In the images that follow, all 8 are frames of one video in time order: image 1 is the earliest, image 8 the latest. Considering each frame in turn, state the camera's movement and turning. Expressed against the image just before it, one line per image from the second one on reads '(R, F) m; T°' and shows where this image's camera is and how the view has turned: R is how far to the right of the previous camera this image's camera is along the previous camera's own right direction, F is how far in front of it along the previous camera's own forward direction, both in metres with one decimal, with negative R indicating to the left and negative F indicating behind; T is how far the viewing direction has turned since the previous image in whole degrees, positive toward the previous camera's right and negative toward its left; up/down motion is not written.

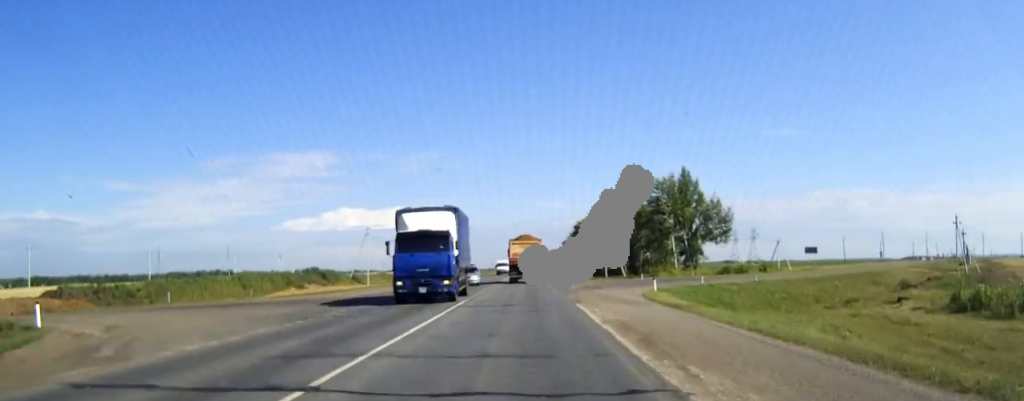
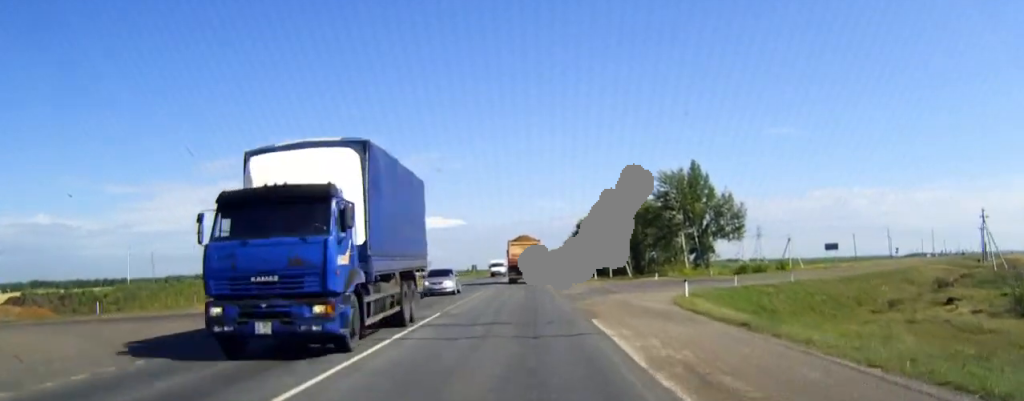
(+0.1, +8.1) m; 0°
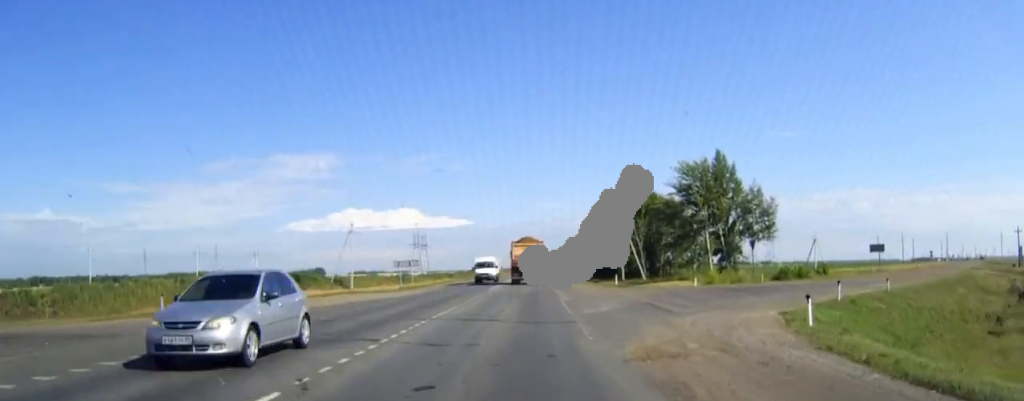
(0.0, +13.8) m; 0°
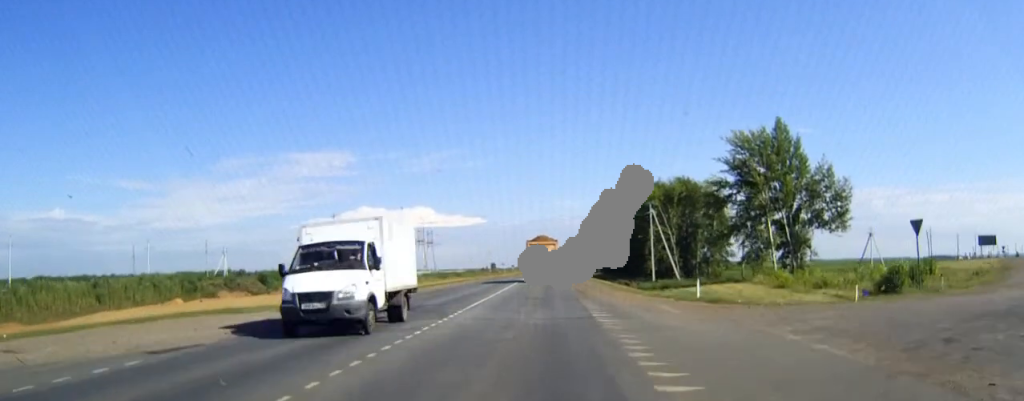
(-0.2, +24.2) m; -1°
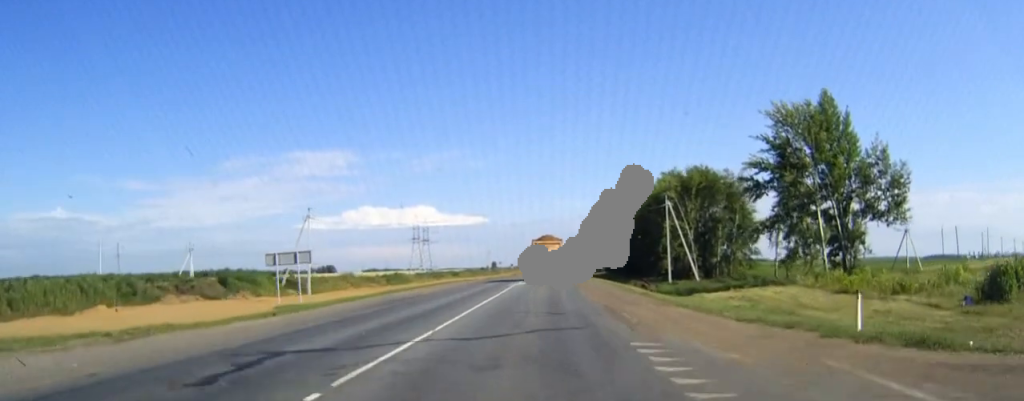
(0.0, +15.4) m; 0°
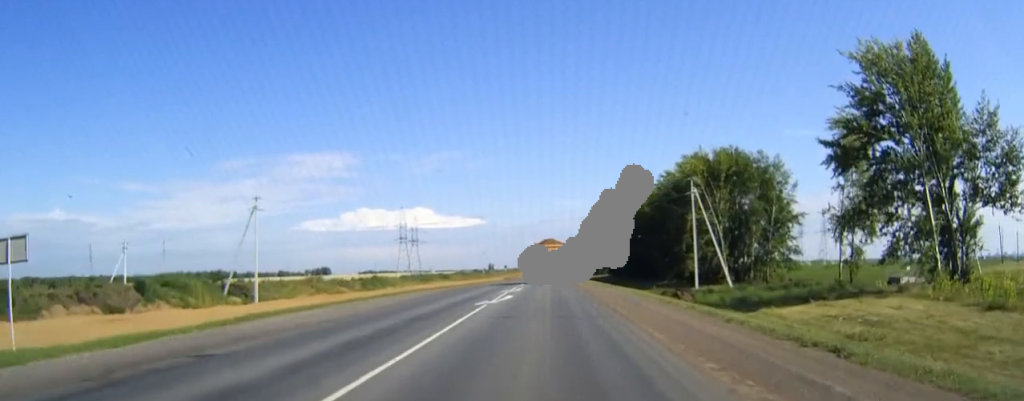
(0.0, +22.0) m; 0°
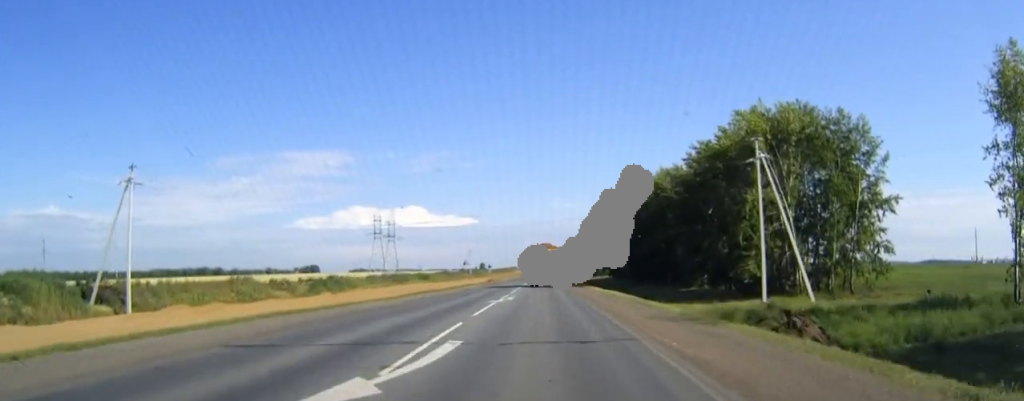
(+0.1, +31.9) m; 0°
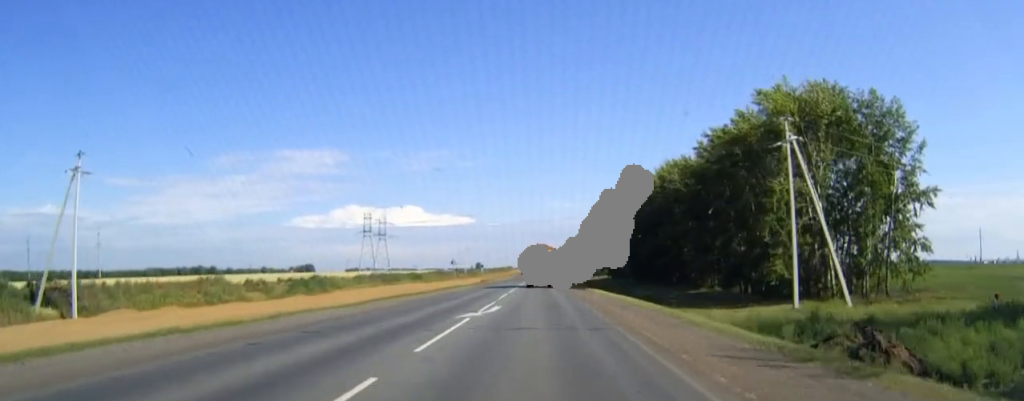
(0.0, +9.1) m; 0°
